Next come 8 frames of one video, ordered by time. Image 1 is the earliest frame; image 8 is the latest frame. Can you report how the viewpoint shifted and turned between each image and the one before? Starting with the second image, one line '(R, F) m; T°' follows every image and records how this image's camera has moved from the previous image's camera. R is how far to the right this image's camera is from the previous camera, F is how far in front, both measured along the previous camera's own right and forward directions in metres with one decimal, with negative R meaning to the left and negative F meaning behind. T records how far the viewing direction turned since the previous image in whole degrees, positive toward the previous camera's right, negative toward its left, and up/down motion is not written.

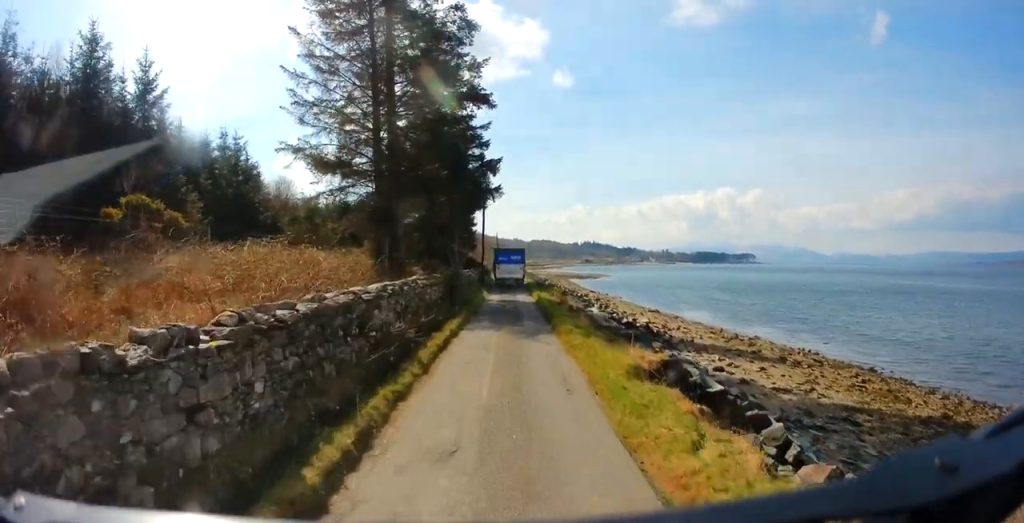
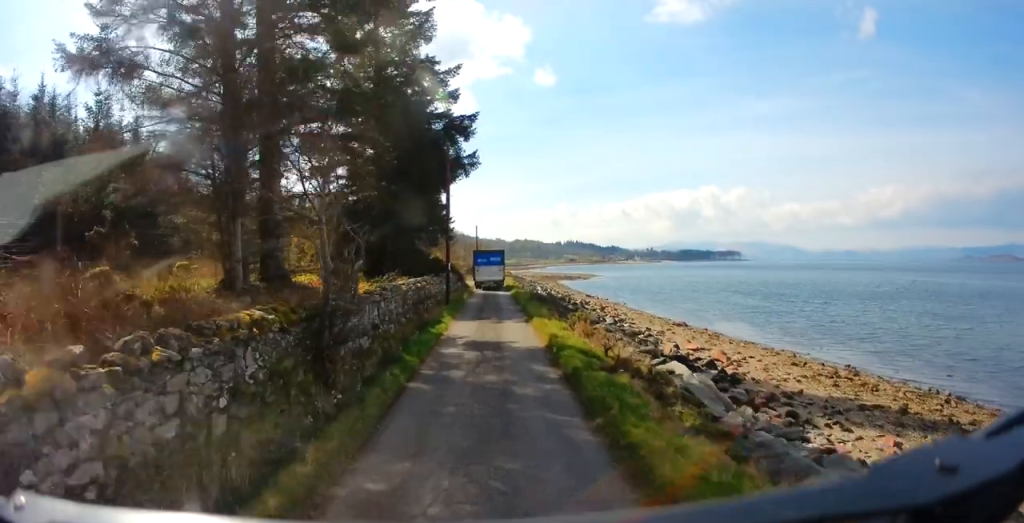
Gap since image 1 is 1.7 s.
(+0.2, +15.0) m; +3°
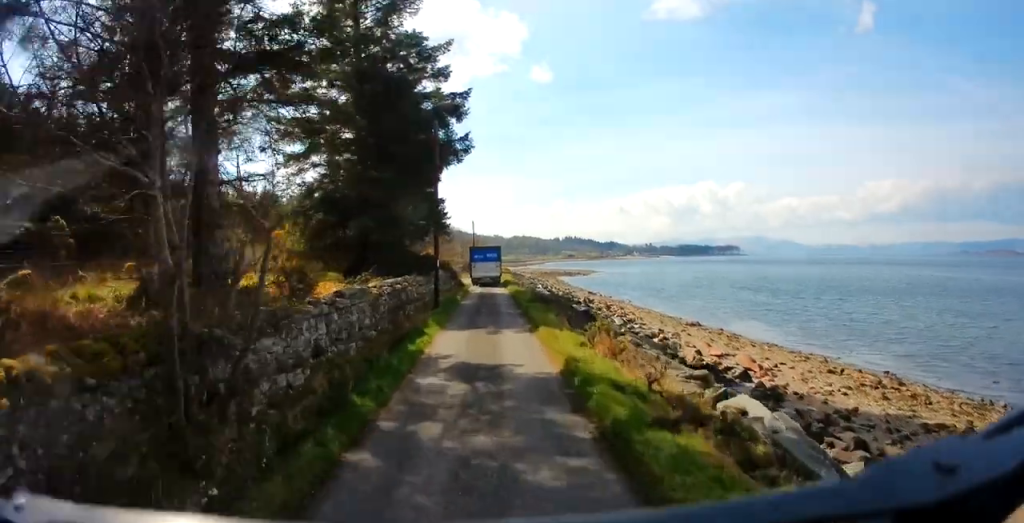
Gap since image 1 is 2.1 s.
(+0.1, +3.6) m; +1°
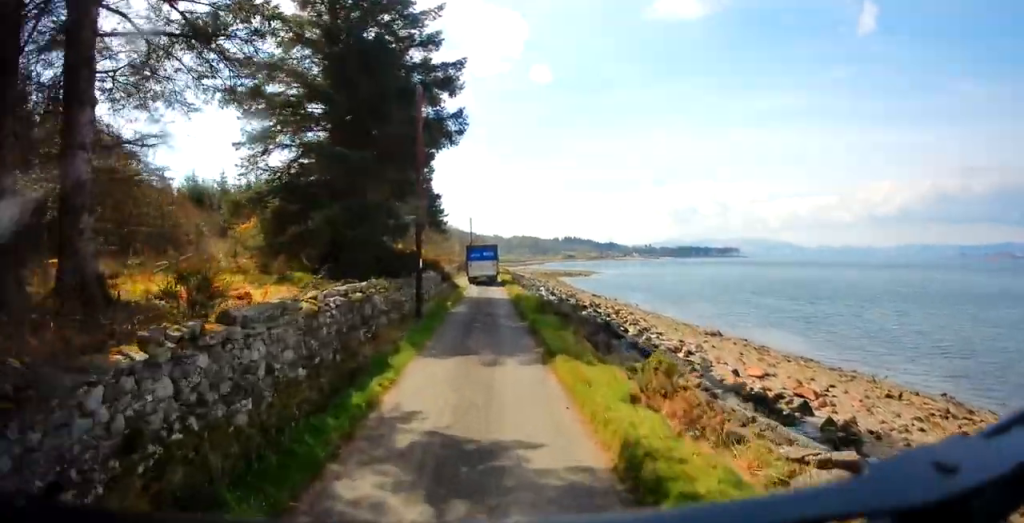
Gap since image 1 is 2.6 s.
(-0.1, +4.9) m; -1°
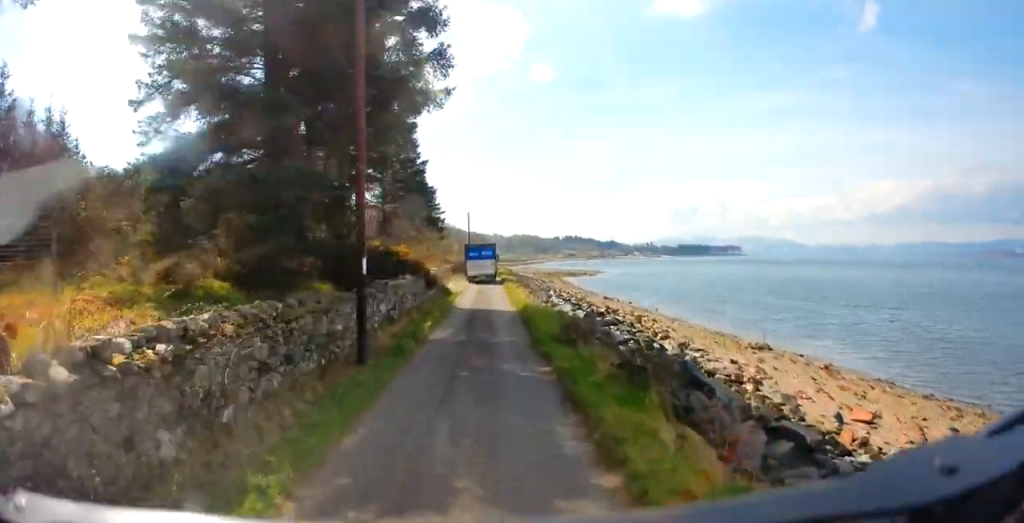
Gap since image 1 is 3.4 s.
(-0.1, +7.6) m; -1°
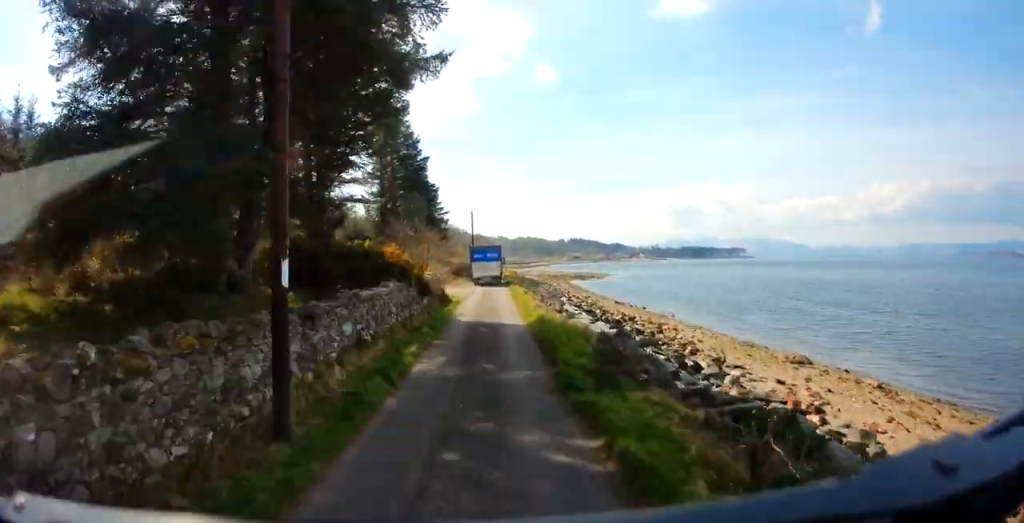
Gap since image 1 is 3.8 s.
(0.0, +4.2) m; 0°
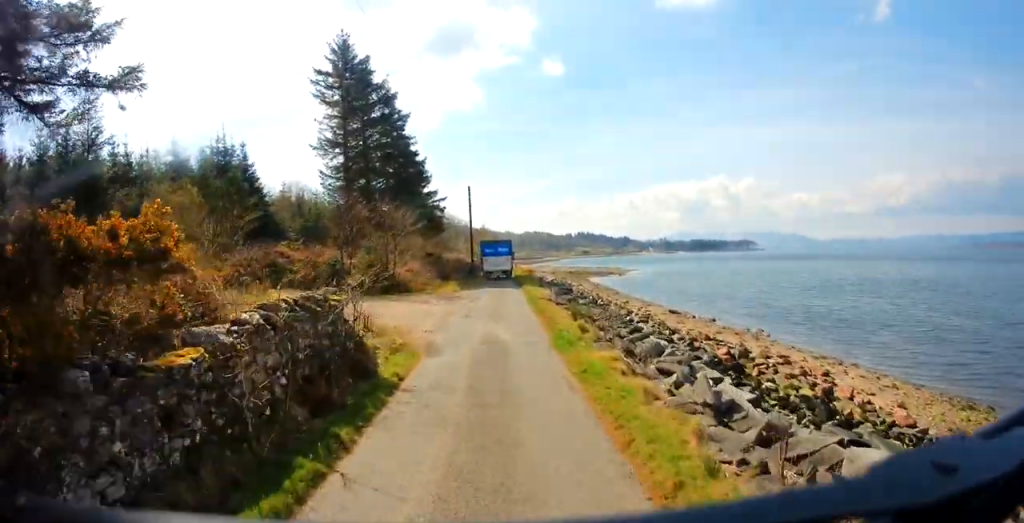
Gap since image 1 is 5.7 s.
(0.0, +18.5) m; -1°
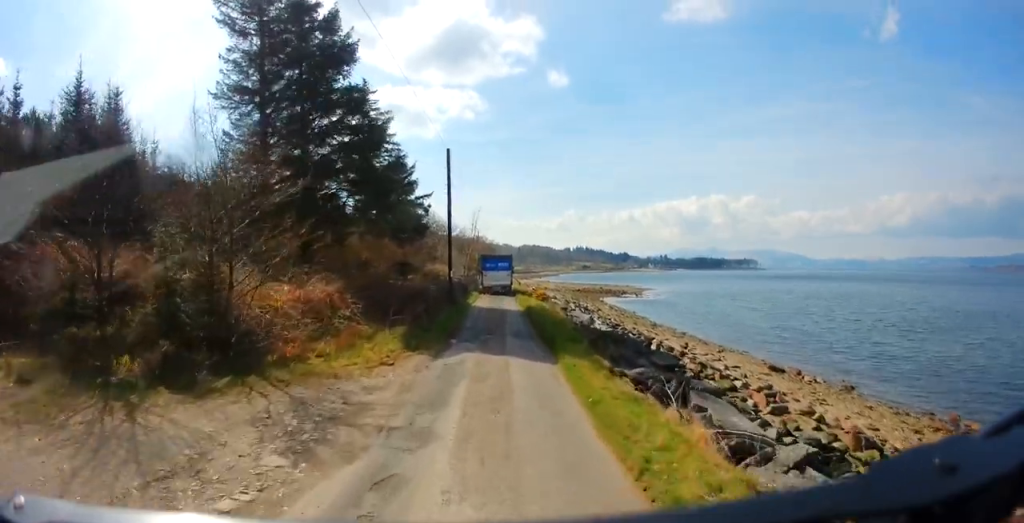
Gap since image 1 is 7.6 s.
(-0.1, +19.9) m; +1°
